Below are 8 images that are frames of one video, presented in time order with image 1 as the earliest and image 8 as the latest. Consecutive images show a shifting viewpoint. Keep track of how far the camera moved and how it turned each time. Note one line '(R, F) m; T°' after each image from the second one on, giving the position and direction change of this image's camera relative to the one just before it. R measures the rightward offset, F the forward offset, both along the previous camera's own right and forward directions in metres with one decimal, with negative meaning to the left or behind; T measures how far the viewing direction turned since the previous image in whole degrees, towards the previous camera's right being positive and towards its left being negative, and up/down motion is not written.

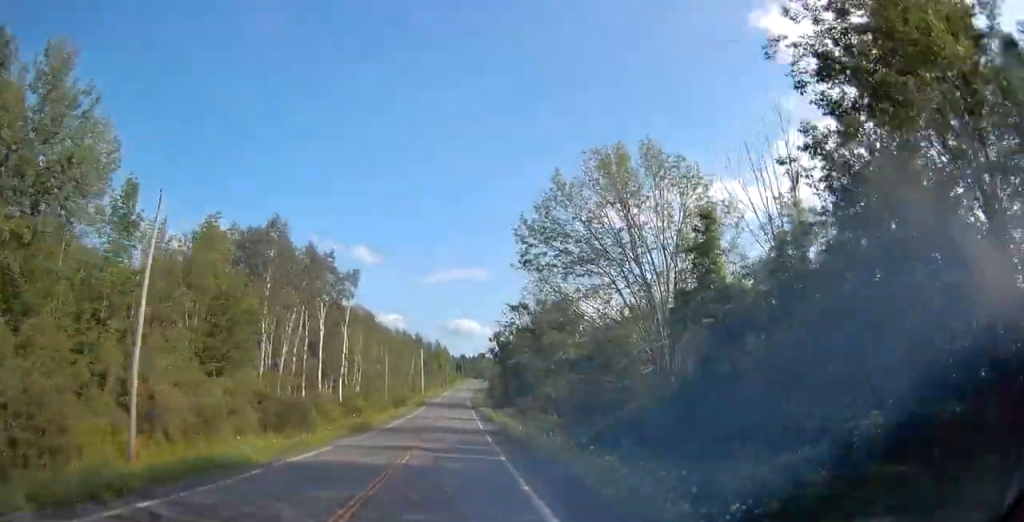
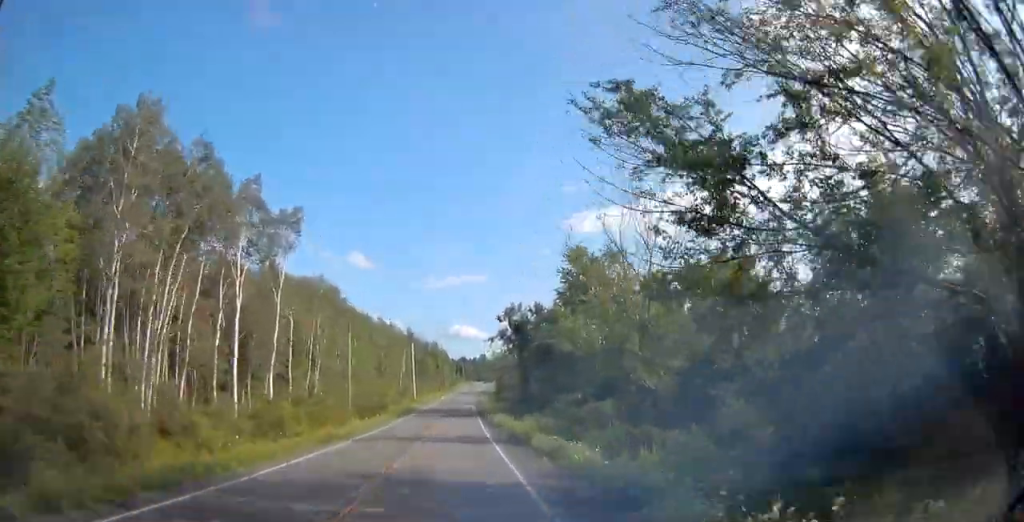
(-0.2, +26.0) m; -1°
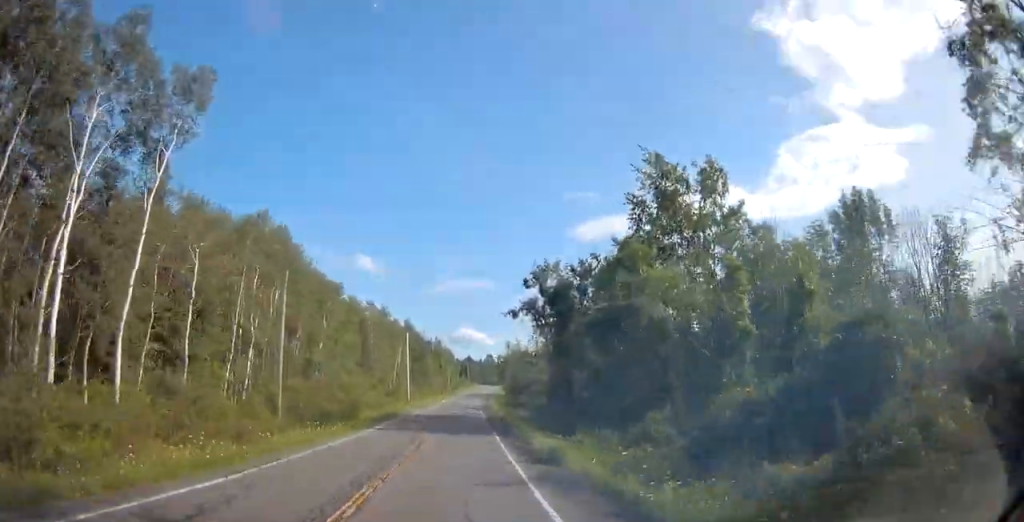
(-0.1, +22.1) m; 0°
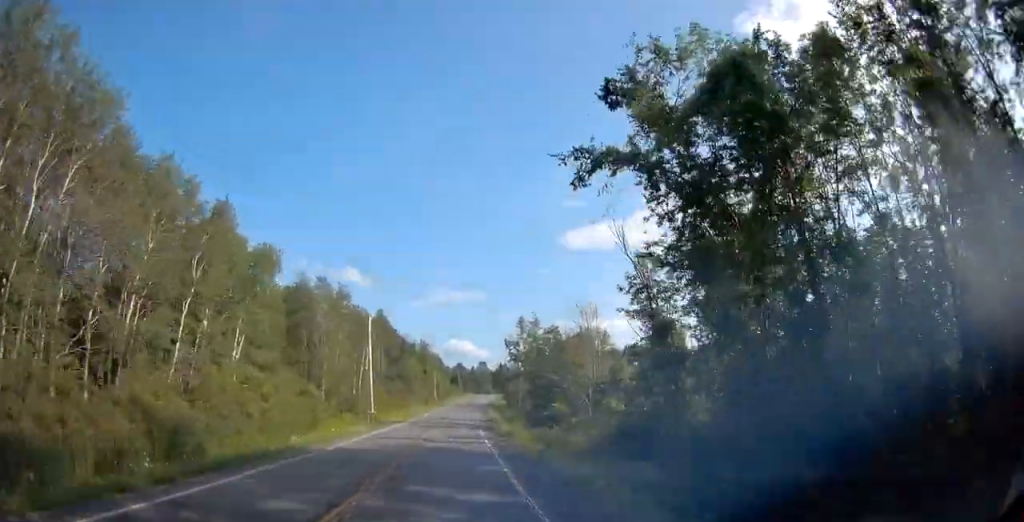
(+0.2, +29.9) m; 0°
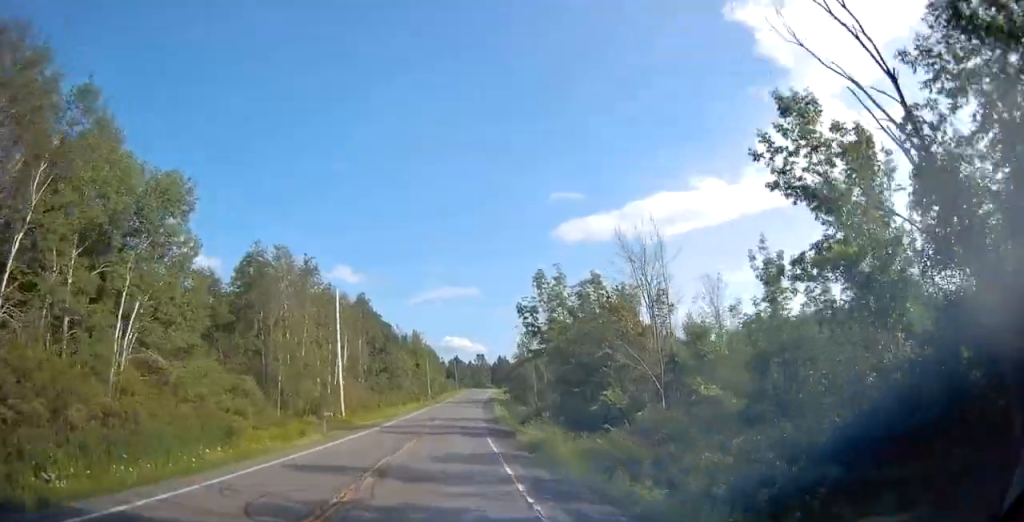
(0.0, +15.4) m; 0°
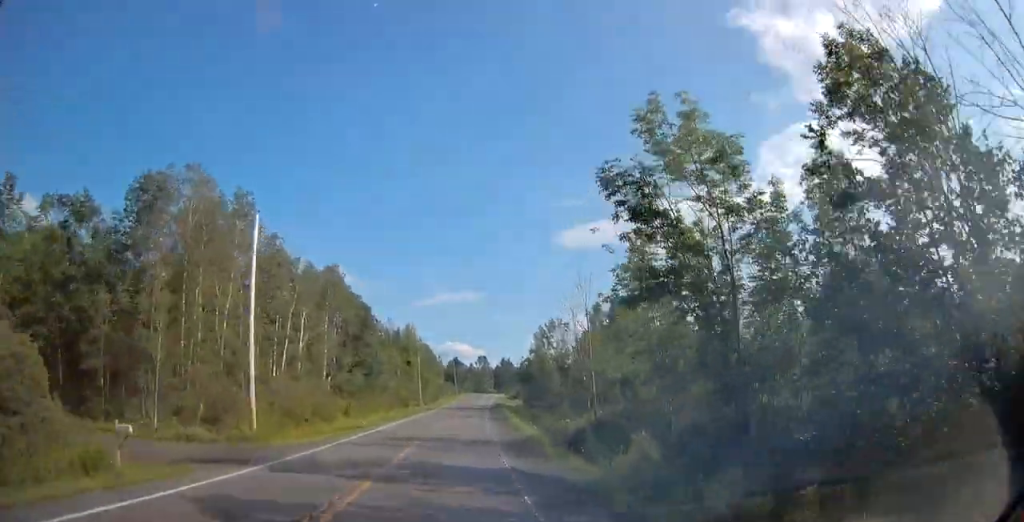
(0.0, +22.2) m; +1°
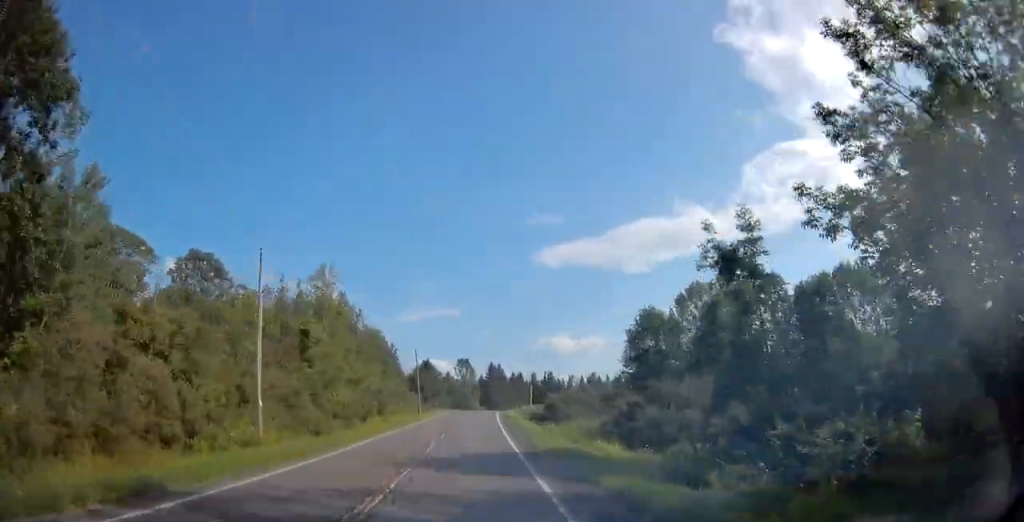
(+1.0, +64.1) m; +1°
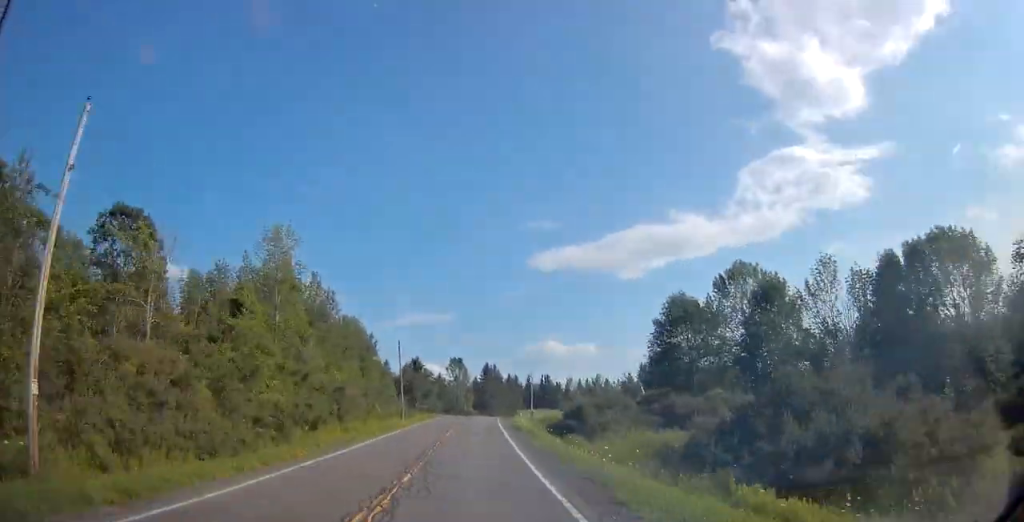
(+0.1, +14.7) m; 0°
